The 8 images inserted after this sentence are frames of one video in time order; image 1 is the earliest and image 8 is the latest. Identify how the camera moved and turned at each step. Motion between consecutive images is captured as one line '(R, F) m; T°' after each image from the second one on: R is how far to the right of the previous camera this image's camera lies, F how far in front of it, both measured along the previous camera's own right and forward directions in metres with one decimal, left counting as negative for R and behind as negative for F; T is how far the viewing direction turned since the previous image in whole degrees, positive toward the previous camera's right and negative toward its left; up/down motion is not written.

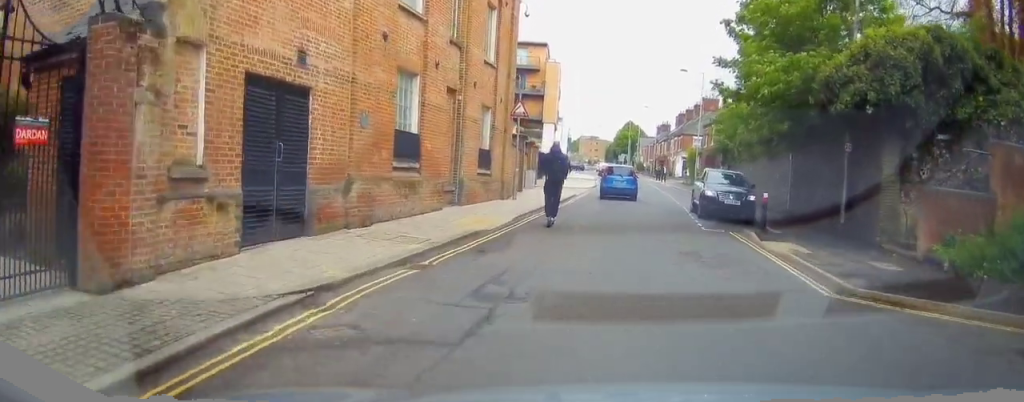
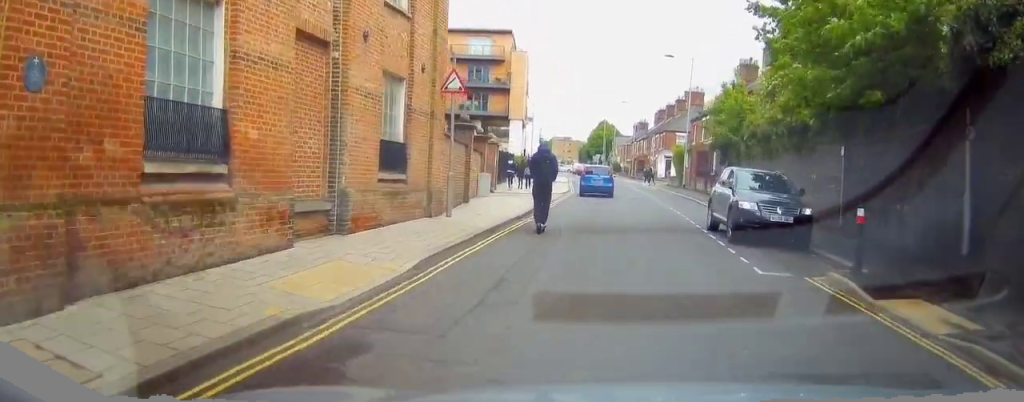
(+0.2, +7.9) m; +2°
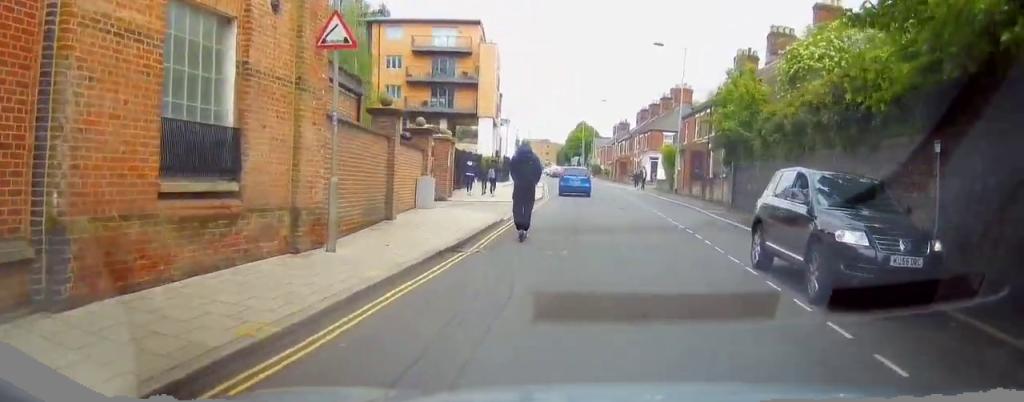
(+0.1, +5.9) m; +2°
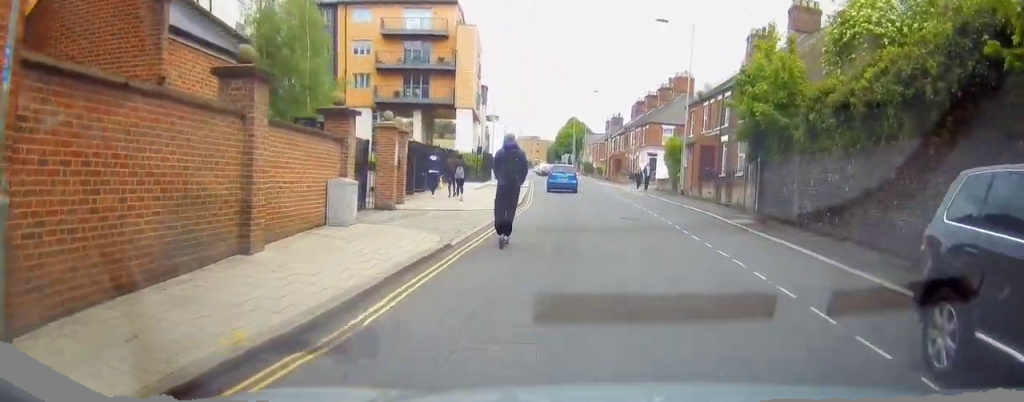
(0.0, +5.9) m; +1°
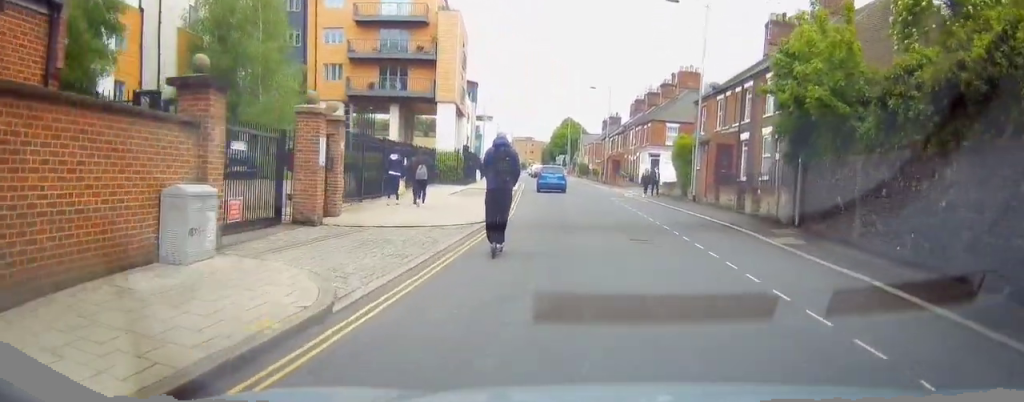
(+0.3, +5.6) m; -1°
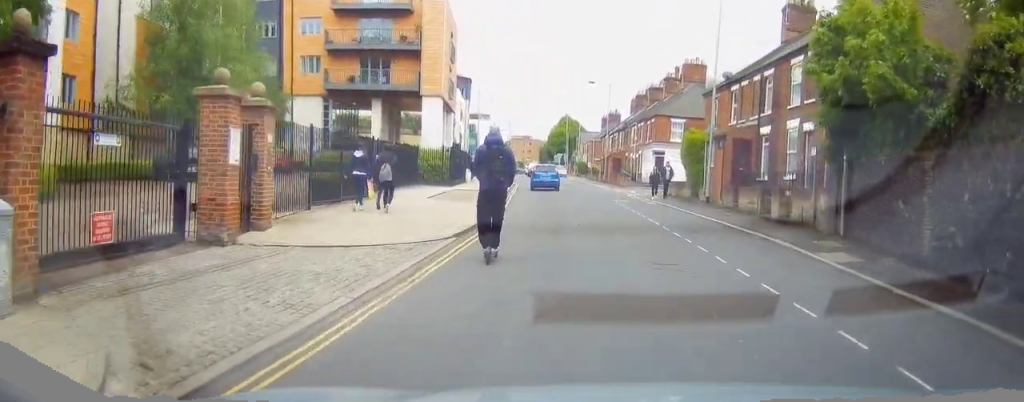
(-0.3, +3.9) m; 0°
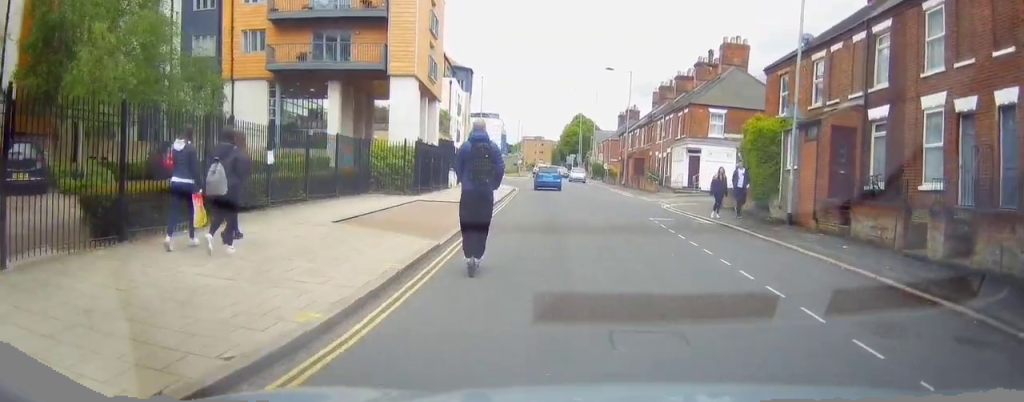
(+0.1, +10.7) m; +3°
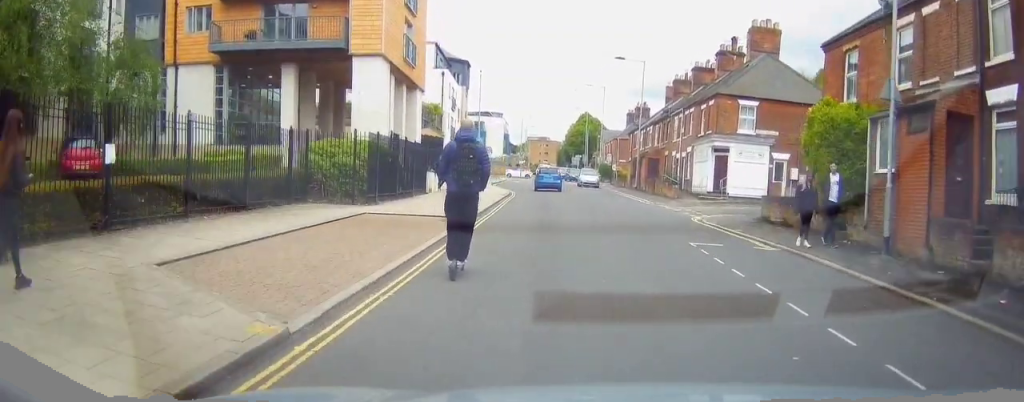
(+0.1, +7.0) m; -2°
